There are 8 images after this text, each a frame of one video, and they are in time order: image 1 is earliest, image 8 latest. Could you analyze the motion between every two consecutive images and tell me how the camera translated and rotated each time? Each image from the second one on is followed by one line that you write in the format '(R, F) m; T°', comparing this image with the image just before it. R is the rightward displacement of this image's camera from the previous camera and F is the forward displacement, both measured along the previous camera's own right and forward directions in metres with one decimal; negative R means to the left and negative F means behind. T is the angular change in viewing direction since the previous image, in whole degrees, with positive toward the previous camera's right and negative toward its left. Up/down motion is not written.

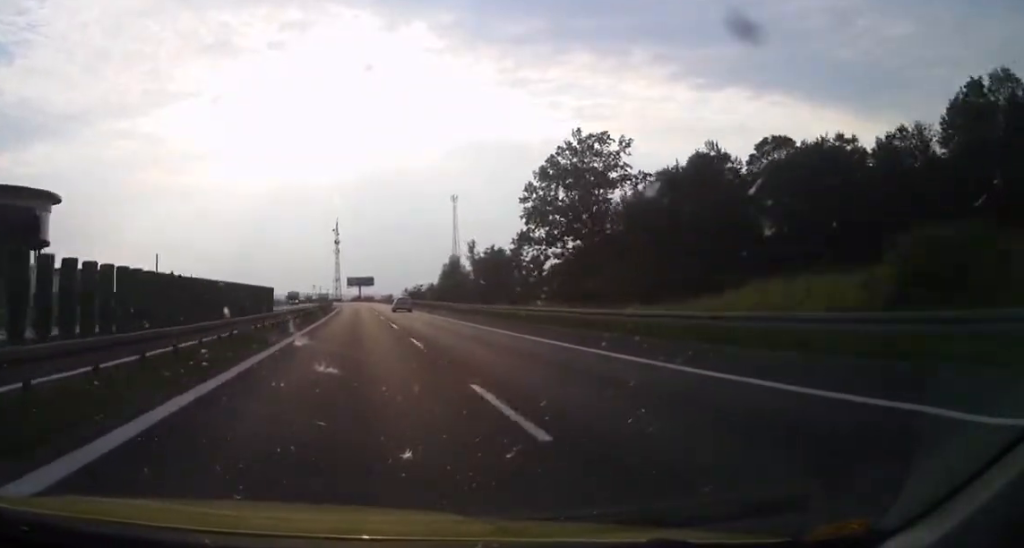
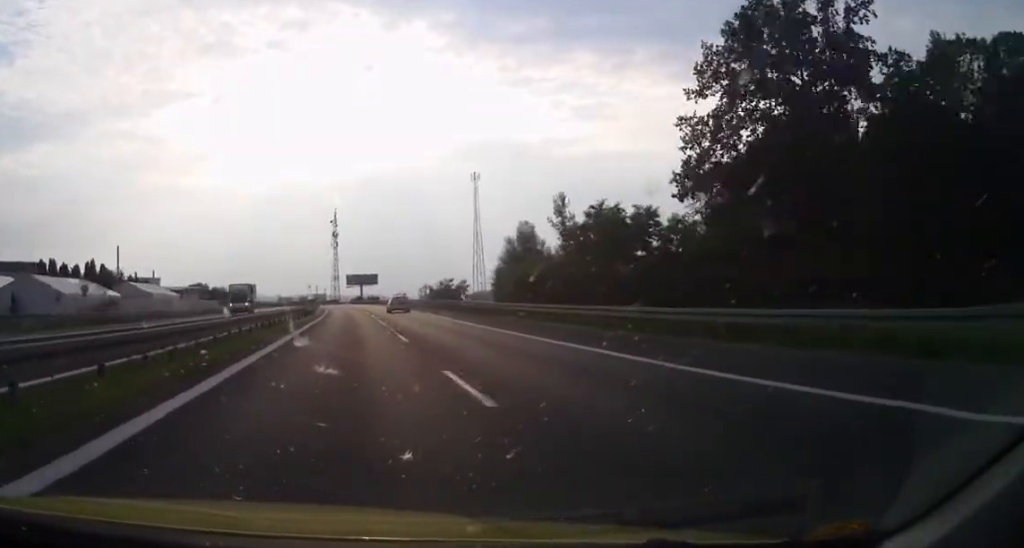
(0.0, +47.9) m; 0°
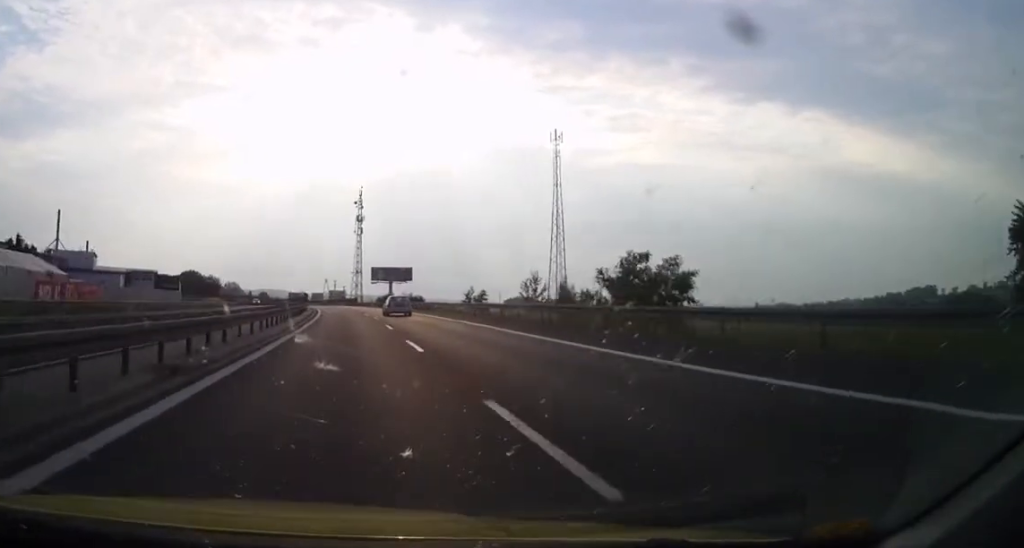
(0.0, +66.6) m; 0°
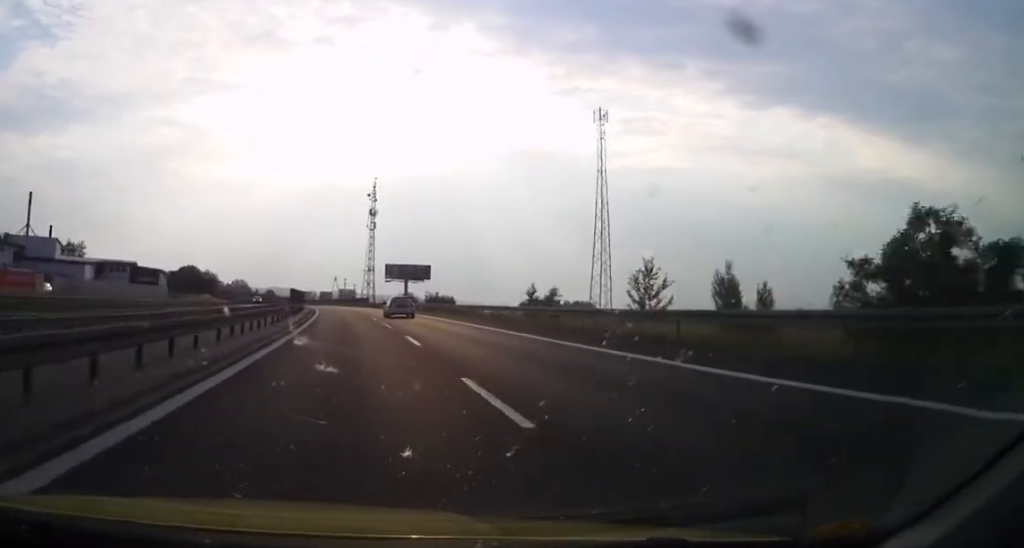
(0.0, +21.3) m; 0°
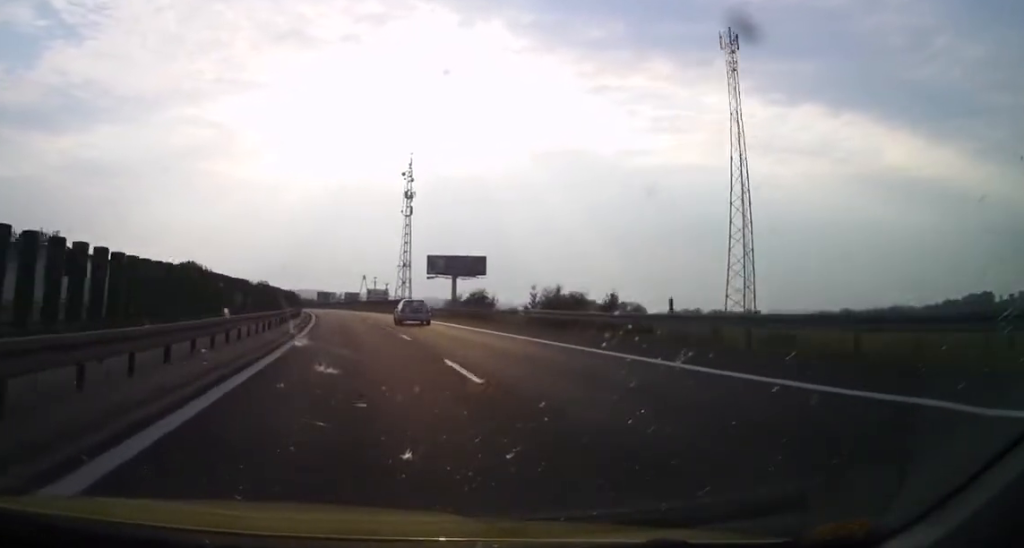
(-0.1, +38.2) m; -1°
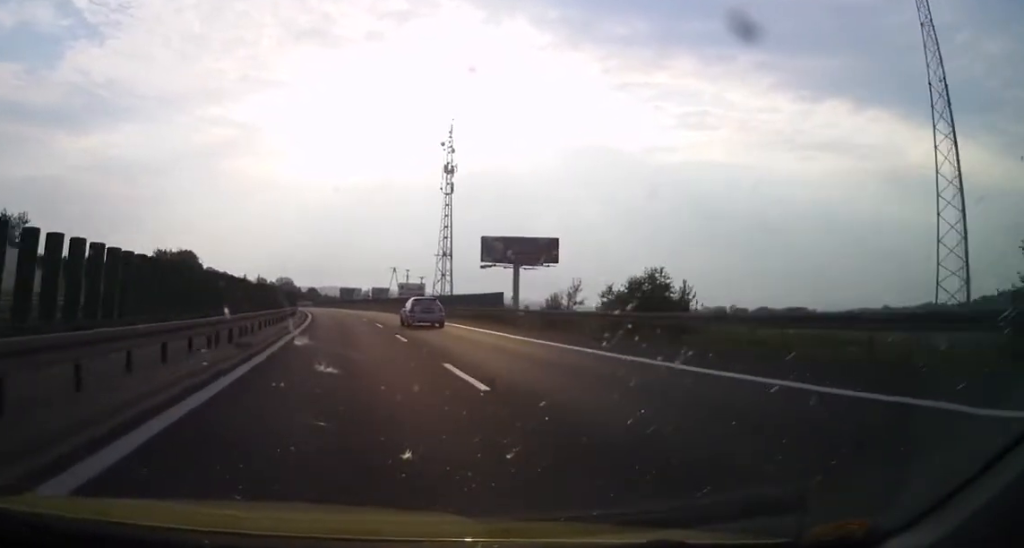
(-0.3, +29.6) m; -1°
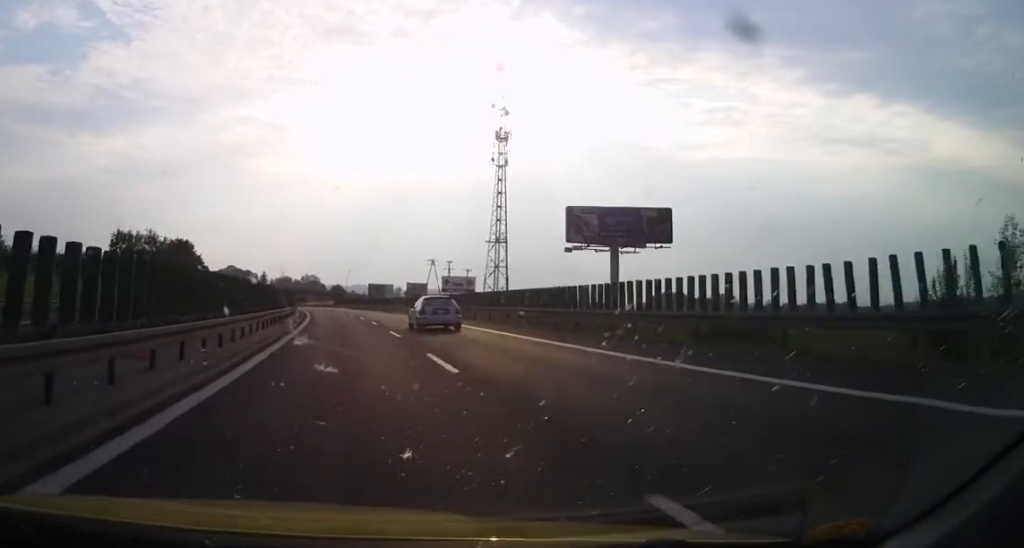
(-0.4, +30.2) m; -2°
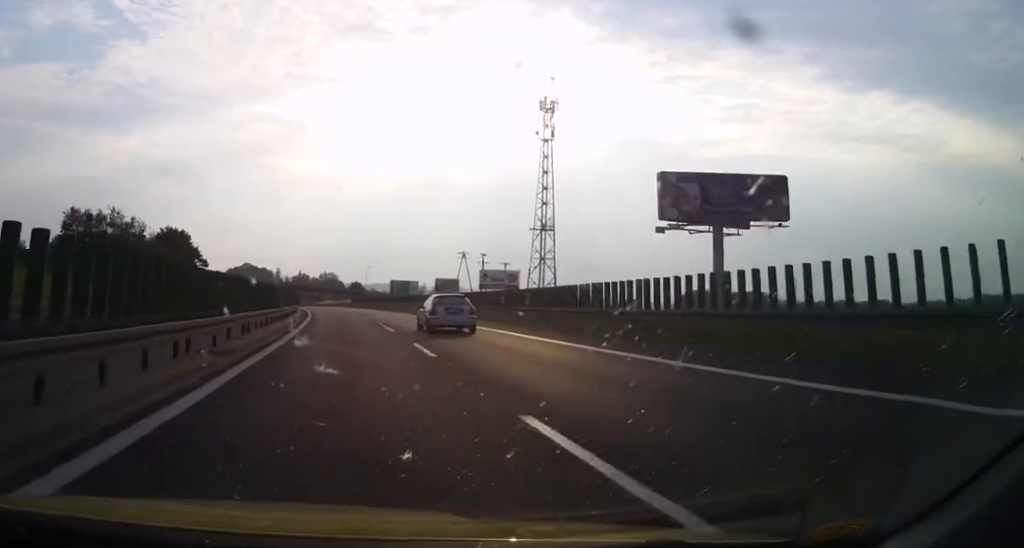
(-0.3, +21.7) m; -1°
